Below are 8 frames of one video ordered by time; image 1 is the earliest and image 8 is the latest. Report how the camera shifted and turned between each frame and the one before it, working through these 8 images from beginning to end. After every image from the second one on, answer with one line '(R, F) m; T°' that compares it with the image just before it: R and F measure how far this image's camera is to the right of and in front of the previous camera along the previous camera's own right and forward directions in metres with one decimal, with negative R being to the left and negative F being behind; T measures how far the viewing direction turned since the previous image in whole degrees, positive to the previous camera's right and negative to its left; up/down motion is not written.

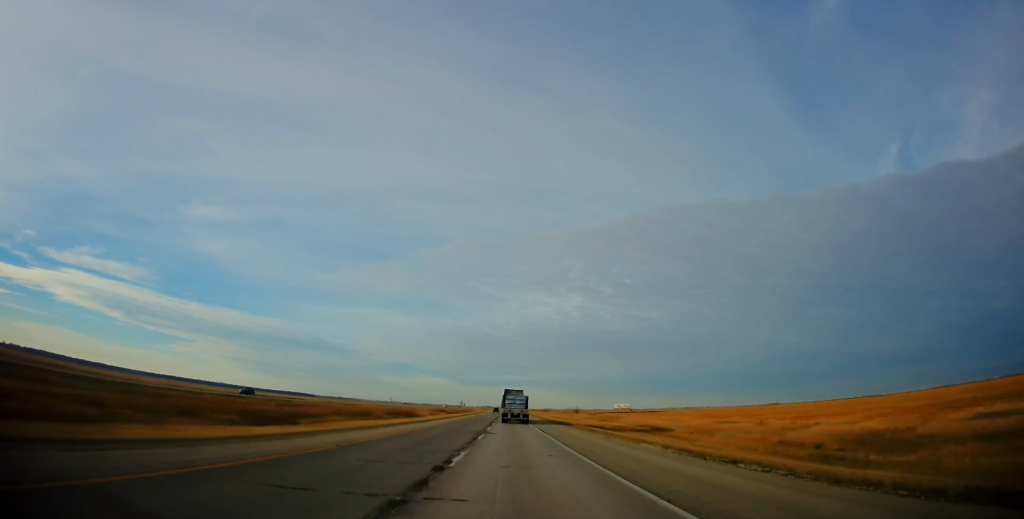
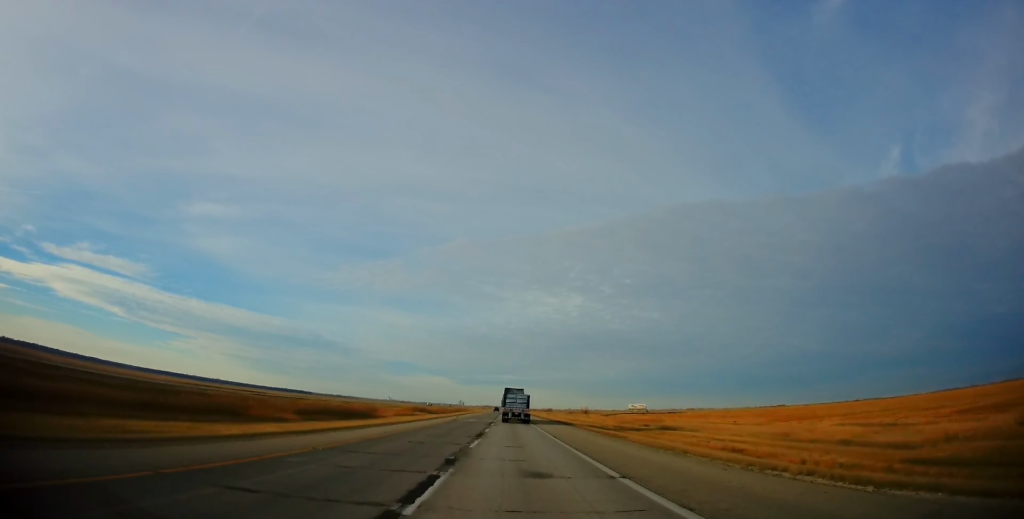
(0.0, +42.6) m; 0°
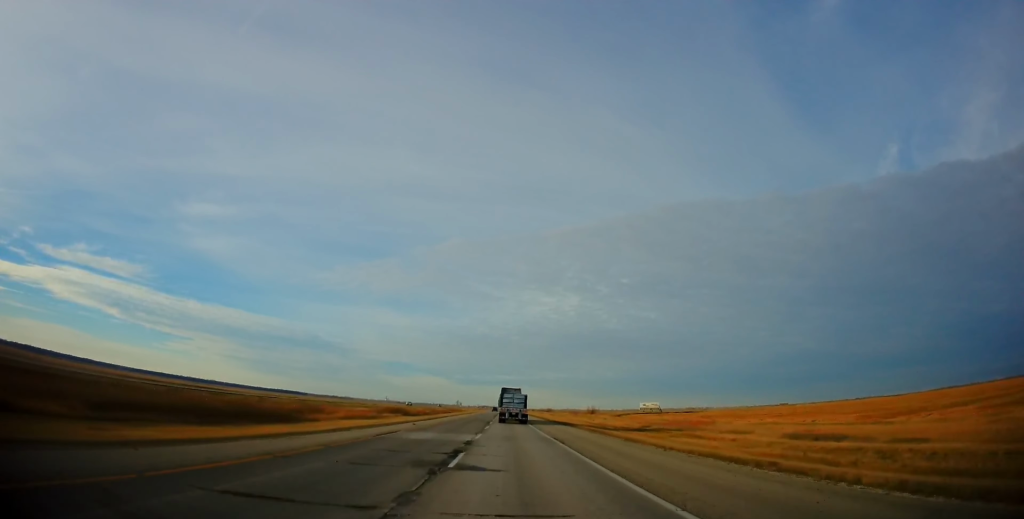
(-0.2, +31.8) m; 0°
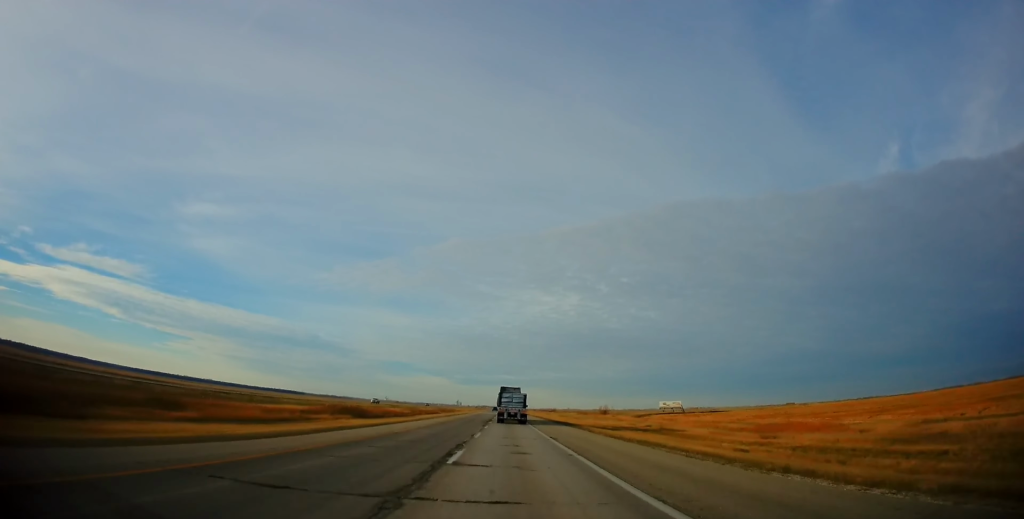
(+0.3, +35.4) m; 0°
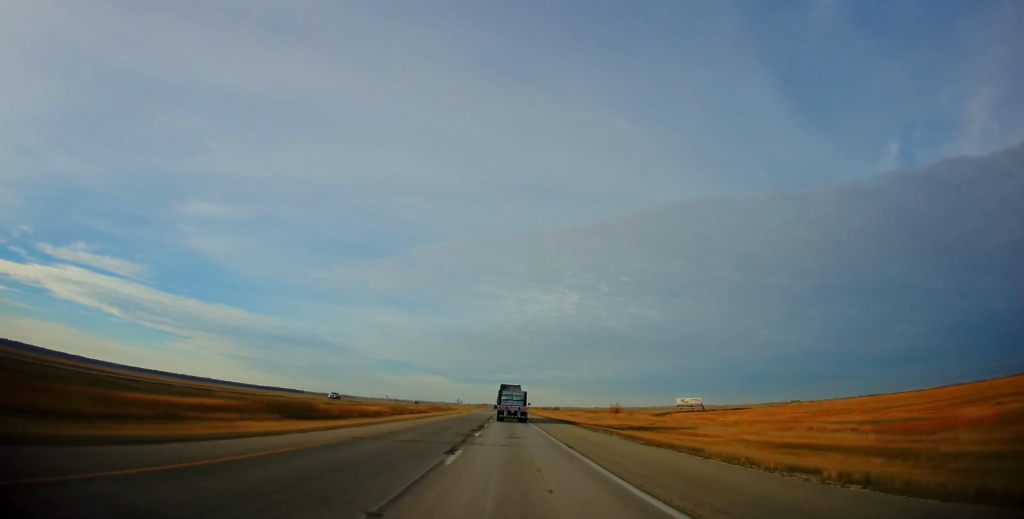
(-0.4, +24.7) m; 0°
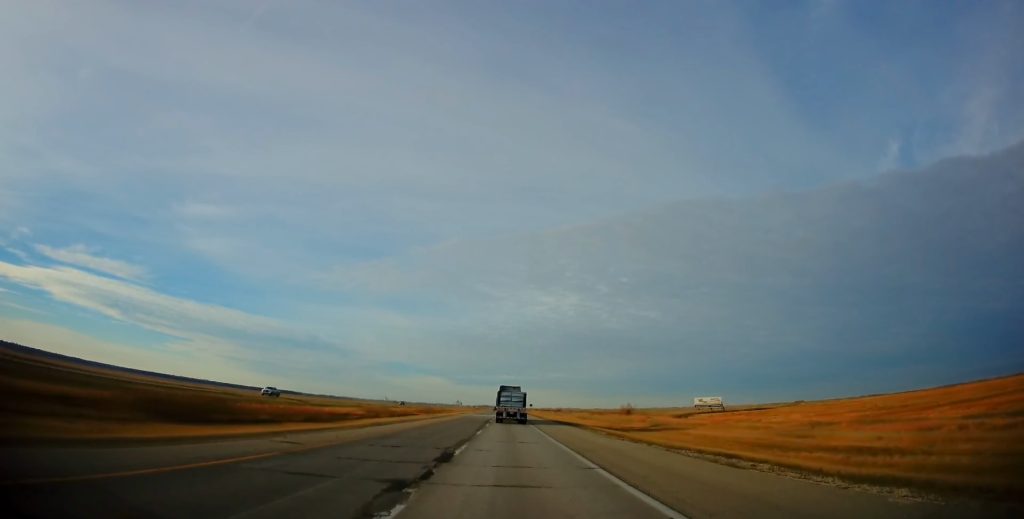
(+0.4, +21.6) m; 0°
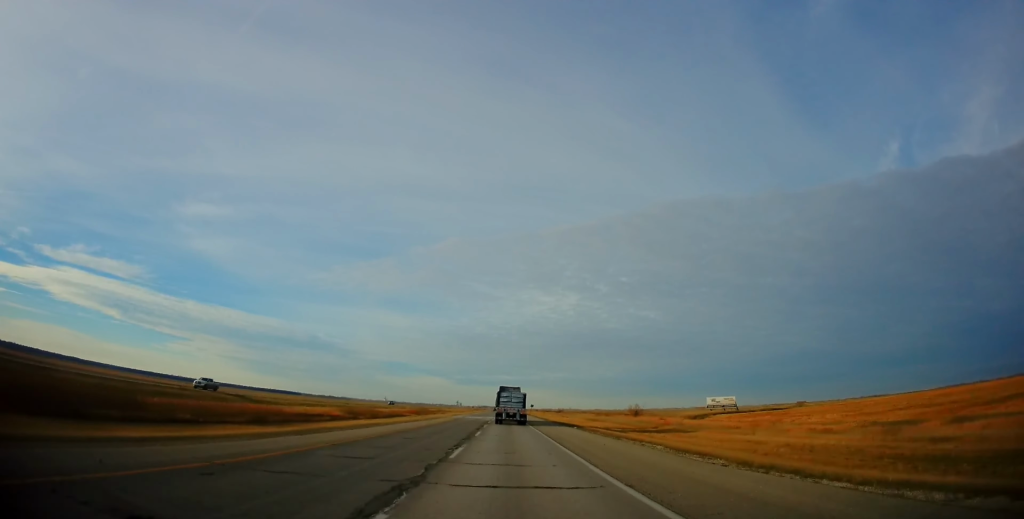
(+0.1, +12.8) m; 0°
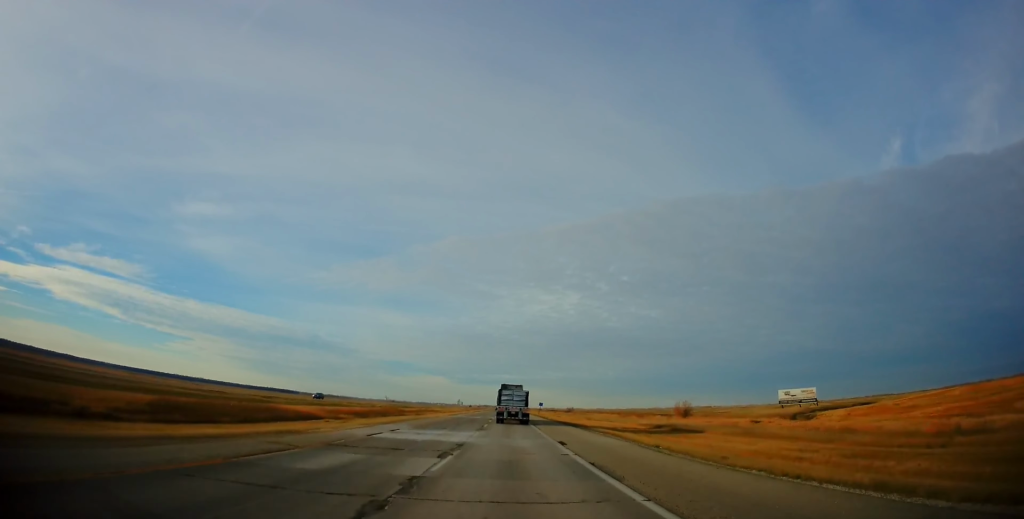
(-0.8, +51.5) m; -1°
